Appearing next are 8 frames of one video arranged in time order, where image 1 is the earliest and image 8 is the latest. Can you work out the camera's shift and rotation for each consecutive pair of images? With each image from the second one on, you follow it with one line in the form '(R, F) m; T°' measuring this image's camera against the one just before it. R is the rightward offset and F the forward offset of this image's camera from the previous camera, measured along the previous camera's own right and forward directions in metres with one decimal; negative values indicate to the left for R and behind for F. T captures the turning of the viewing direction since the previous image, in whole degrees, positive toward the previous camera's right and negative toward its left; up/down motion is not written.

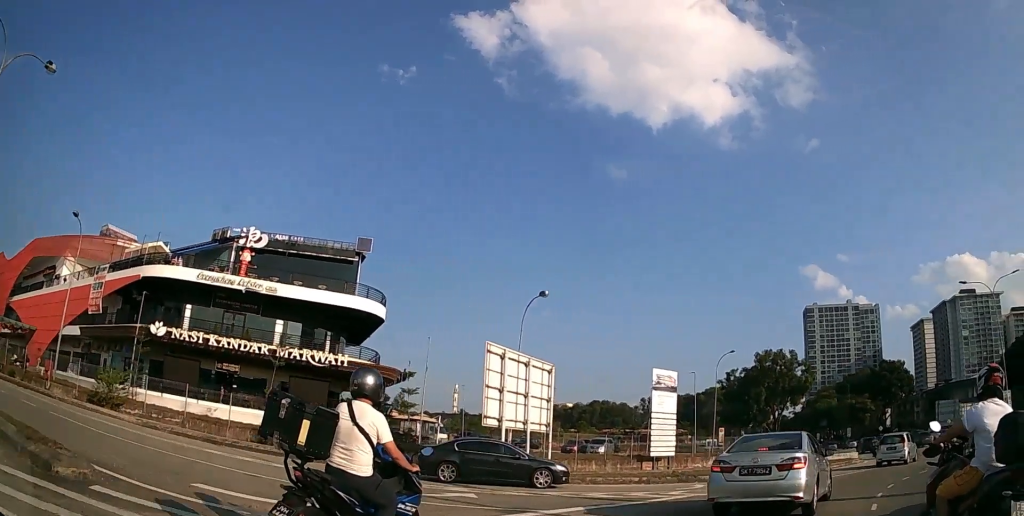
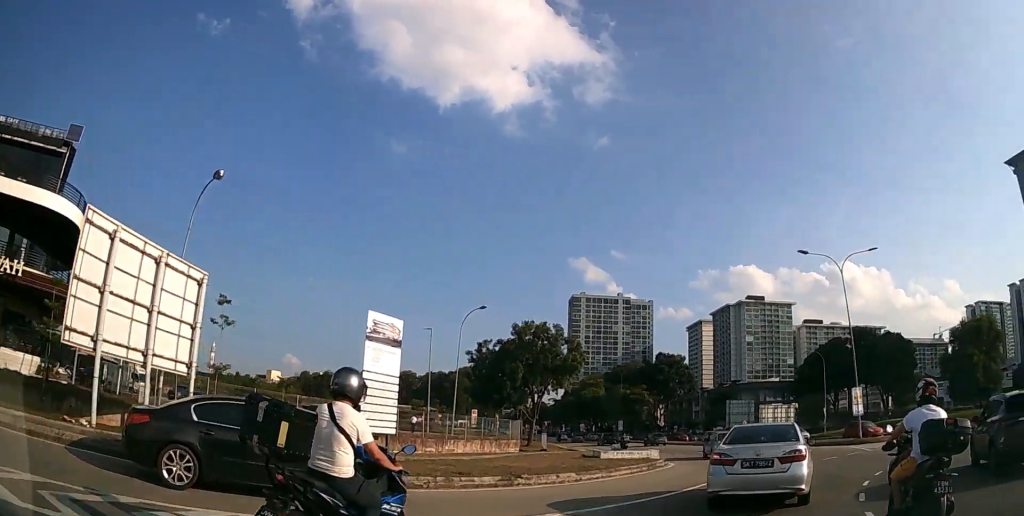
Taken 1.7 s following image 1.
(+2.3, +10.9) m; +26°
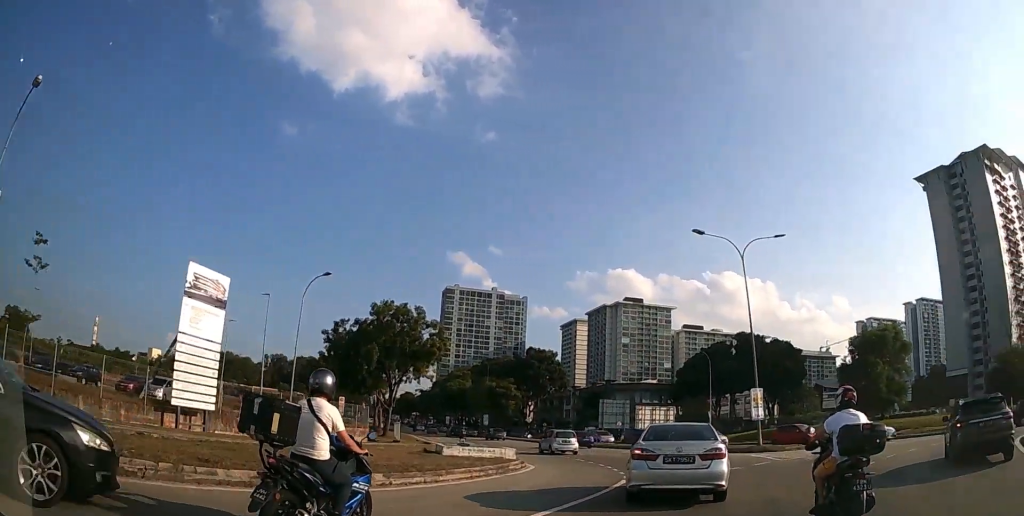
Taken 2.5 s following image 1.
(+0.5, +4.8) m; +12°
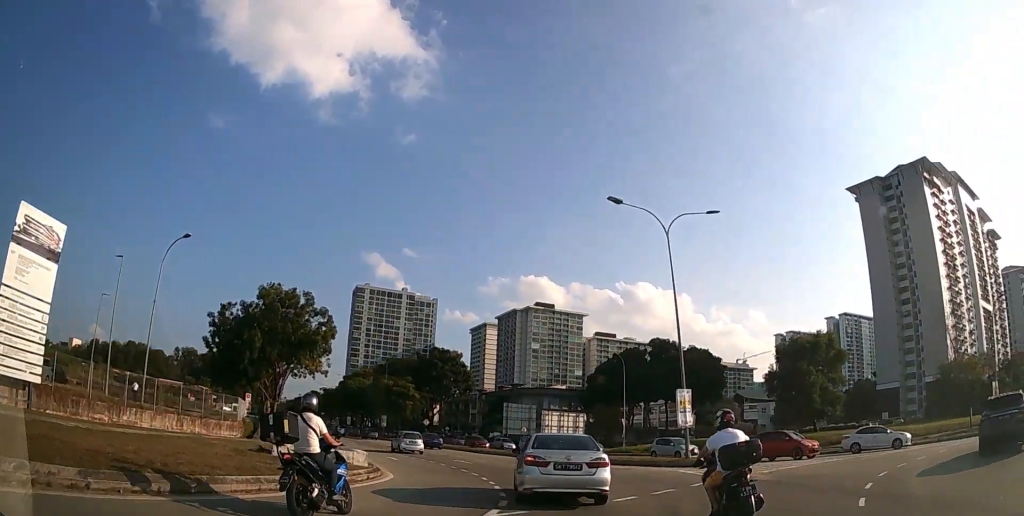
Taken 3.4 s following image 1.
(+0.7, +5.7) m; +8°
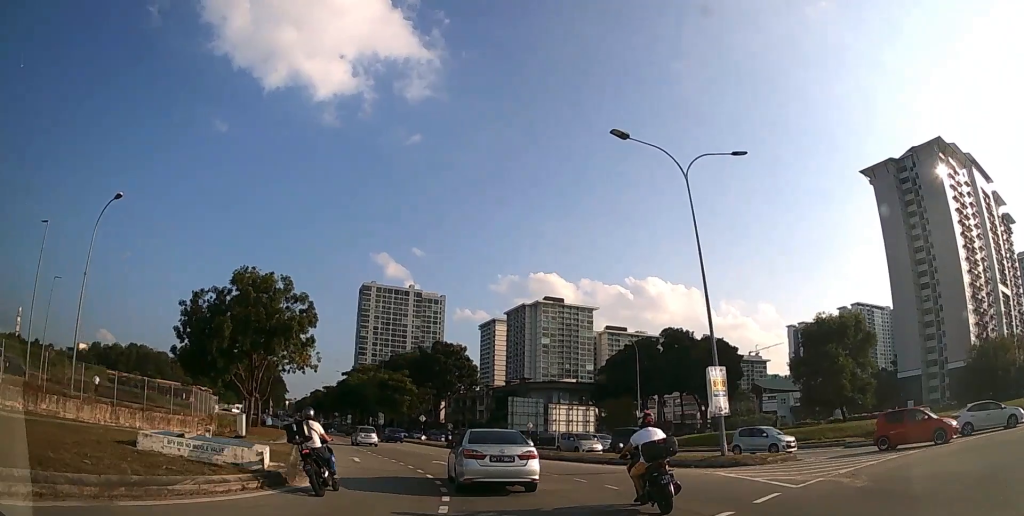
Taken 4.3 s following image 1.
(+0.2, +5.8) m; 0°
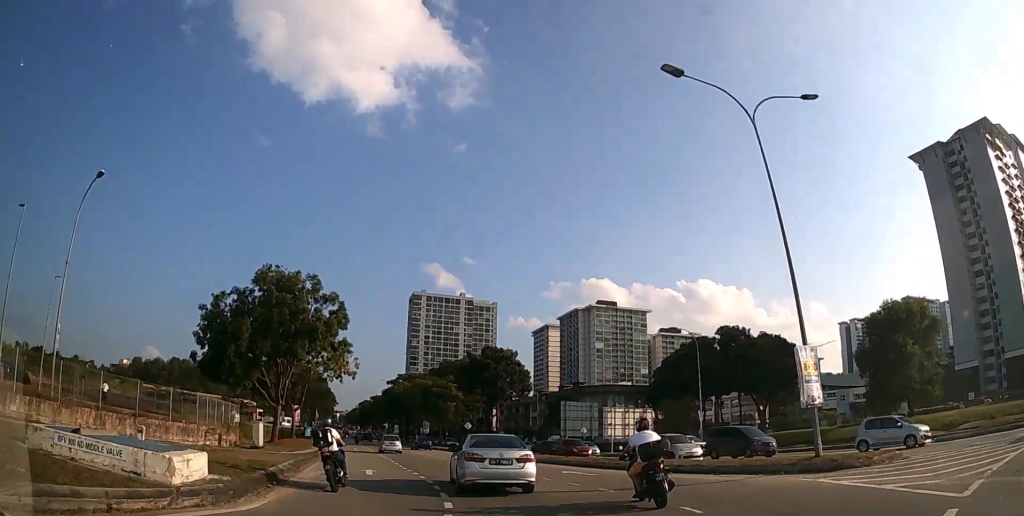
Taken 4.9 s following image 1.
(-0.1, +4.2) m; -3°
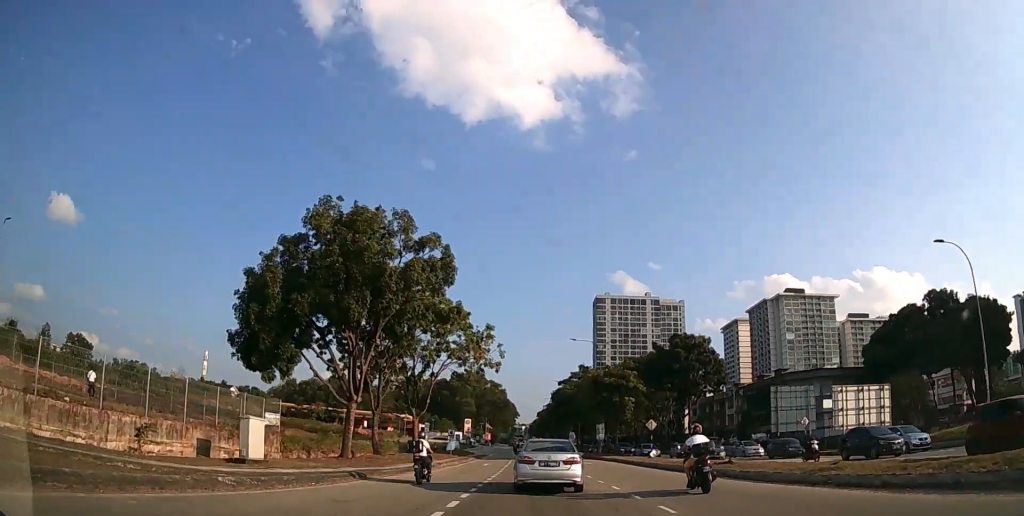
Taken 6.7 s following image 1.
(-2.3, +15.1) m; -18°
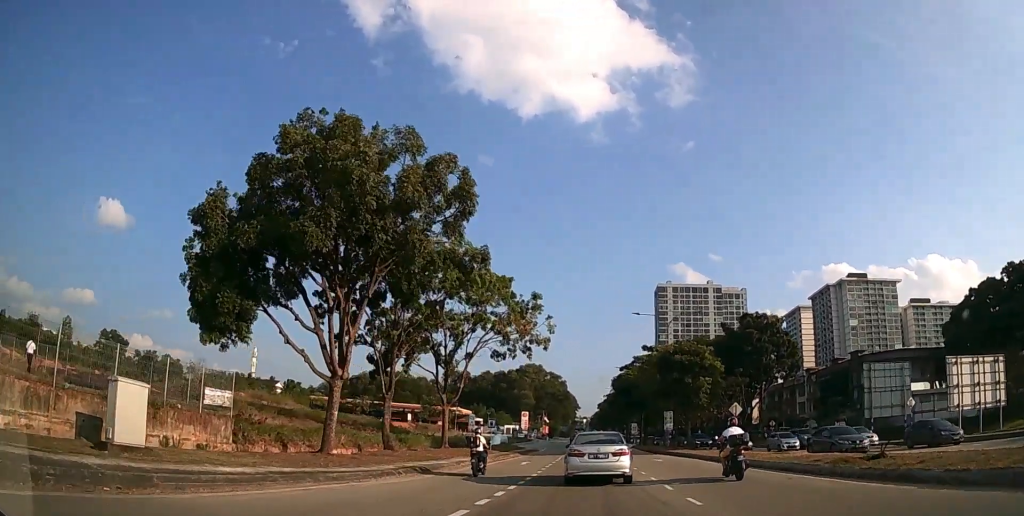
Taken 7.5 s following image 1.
(-0.5, +8.0) m; -6°
